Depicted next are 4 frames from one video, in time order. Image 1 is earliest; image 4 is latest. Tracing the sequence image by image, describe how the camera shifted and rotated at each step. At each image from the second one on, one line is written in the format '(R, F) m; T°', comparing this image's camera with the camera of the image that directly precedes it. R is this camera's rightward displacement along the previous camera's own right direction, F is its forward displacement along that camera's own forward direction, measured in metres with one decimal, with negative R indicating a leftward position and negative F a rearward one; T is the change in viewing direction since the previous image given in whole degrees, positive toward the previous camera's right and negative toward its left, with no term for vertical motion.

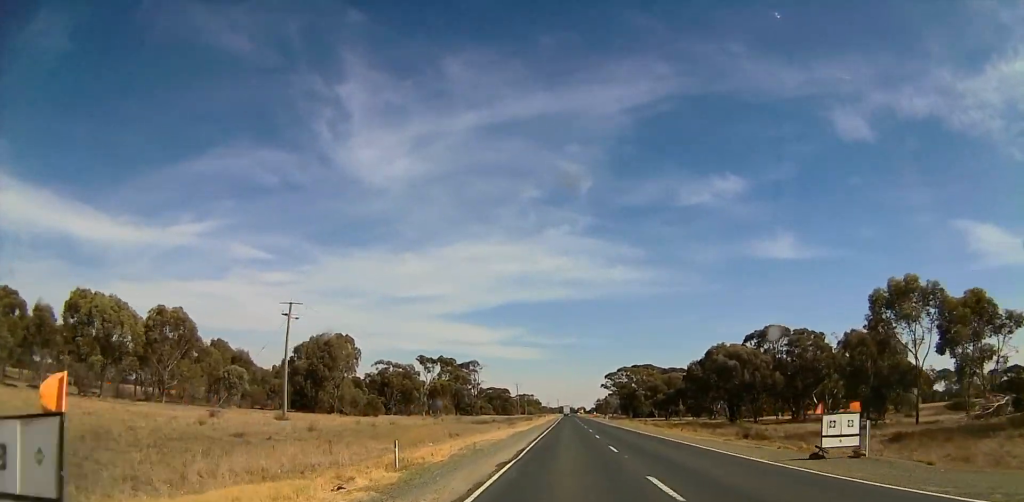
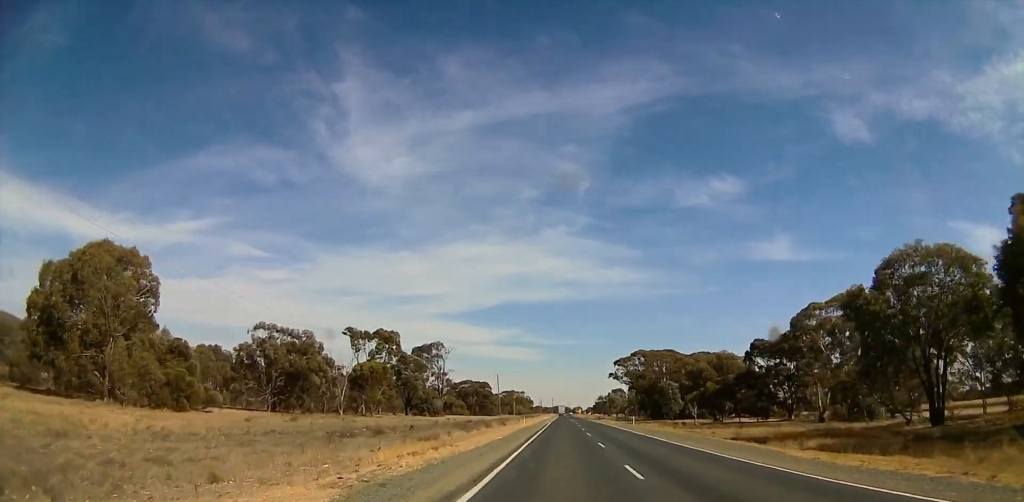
(+0.4, +54.0) m; +1°
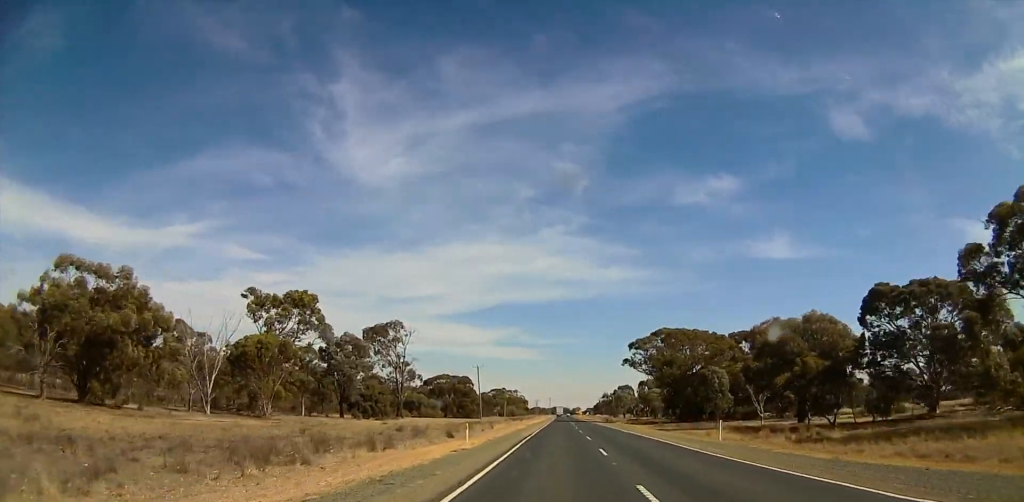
(0.0, +36.0) m; 0°
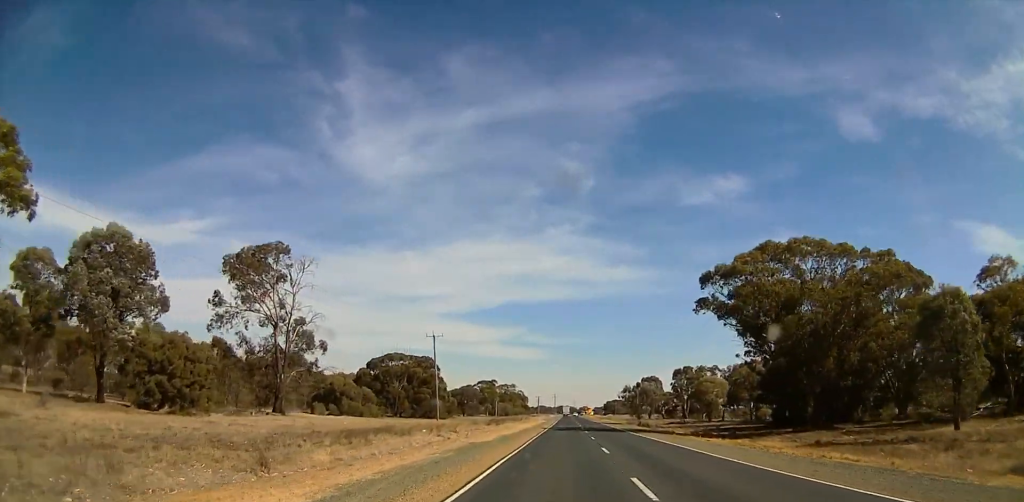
(0.0, +51.8) m; 0°
